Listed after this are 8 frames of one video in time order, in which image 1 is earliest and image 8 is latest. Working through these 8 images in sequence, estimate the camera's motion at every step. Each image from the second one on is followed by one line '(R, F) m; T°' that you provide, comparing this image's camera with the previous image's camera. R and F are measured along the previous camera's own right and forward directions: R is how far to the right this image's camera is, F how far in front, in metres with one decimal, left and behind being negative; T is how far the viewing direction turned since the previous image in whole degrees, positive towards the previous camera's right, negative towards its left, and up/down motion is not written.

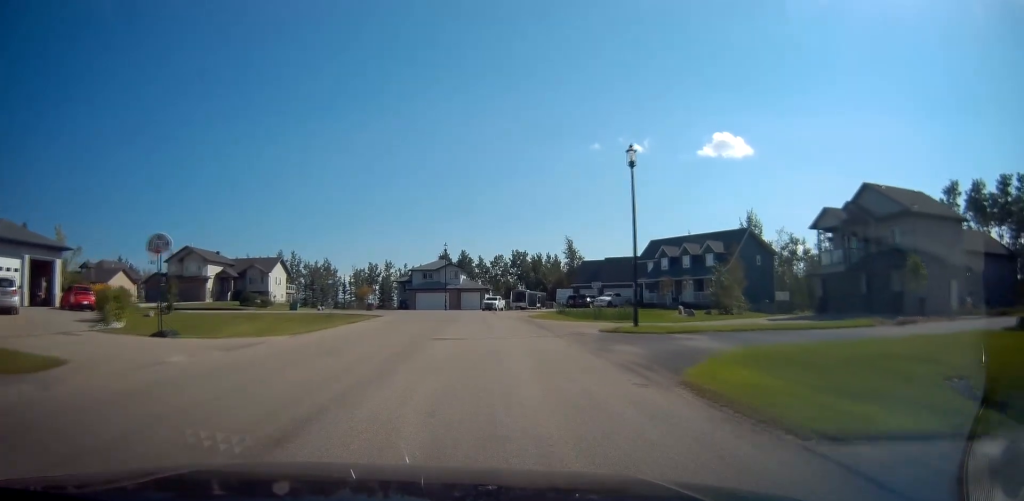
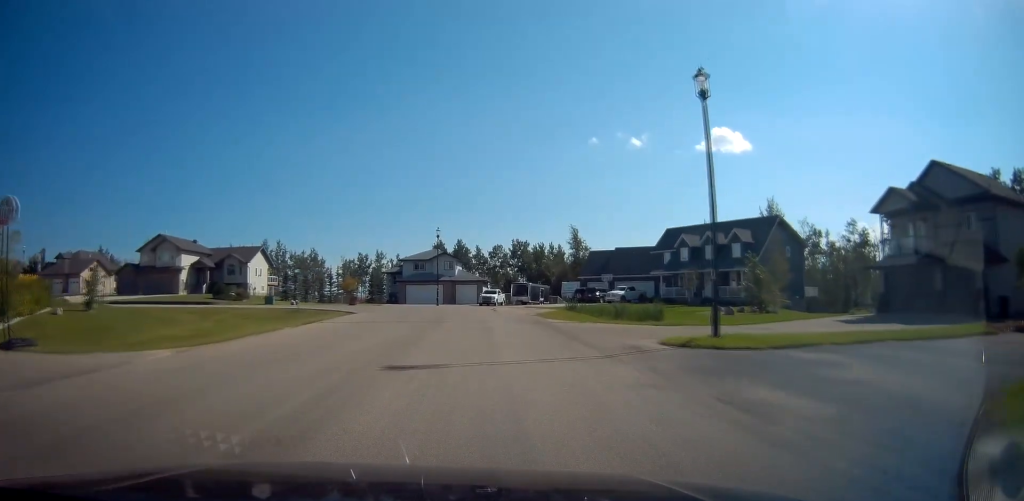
(0.0, +8.2) m; 0°
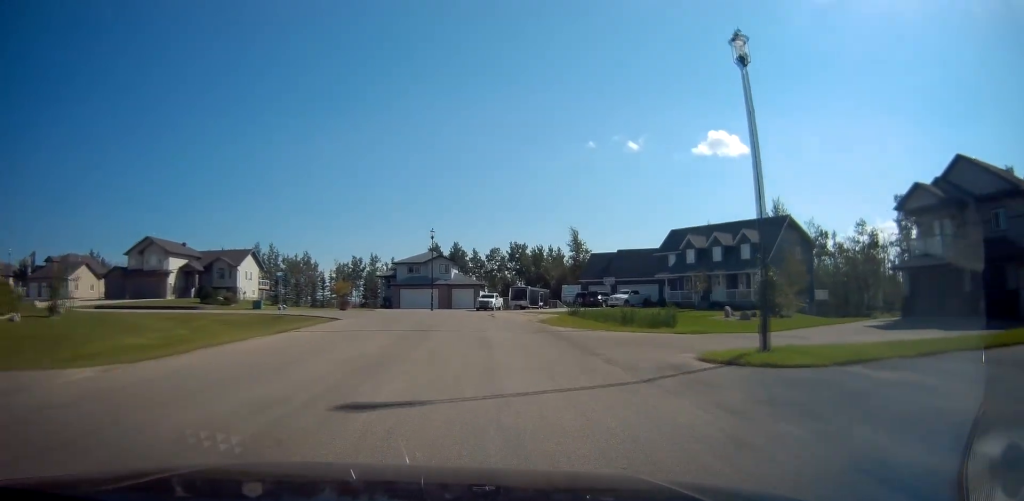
(0.0, +2.9) m; 0°
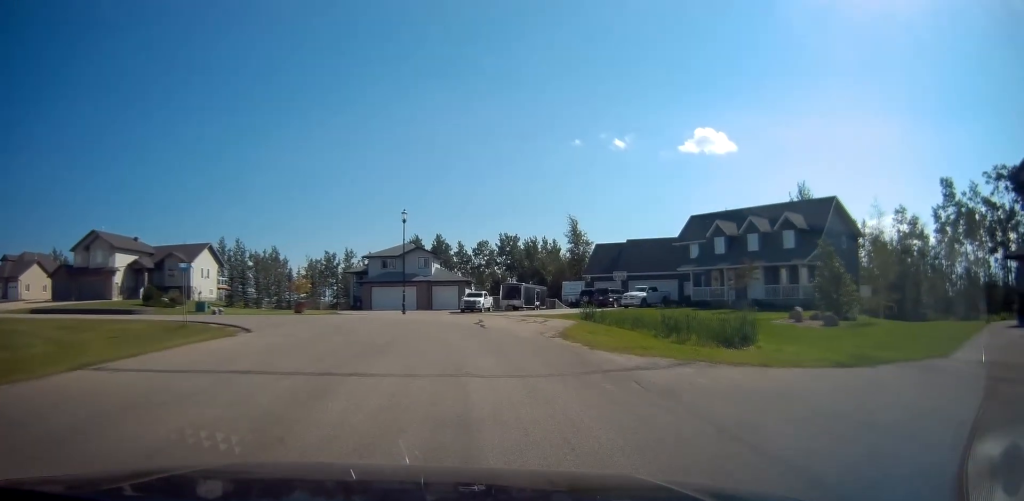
(0.0, +10.9) m; 0°
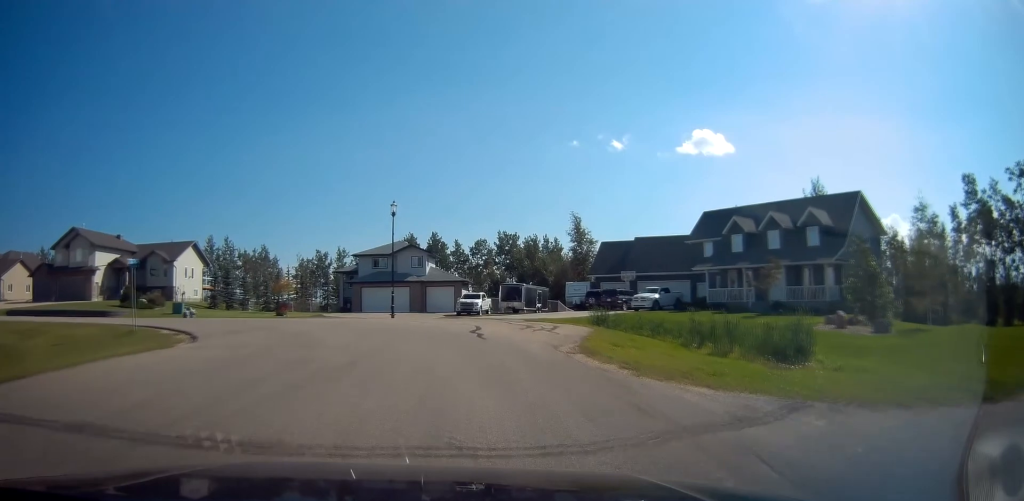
(0.0, +4.0) m; 0°
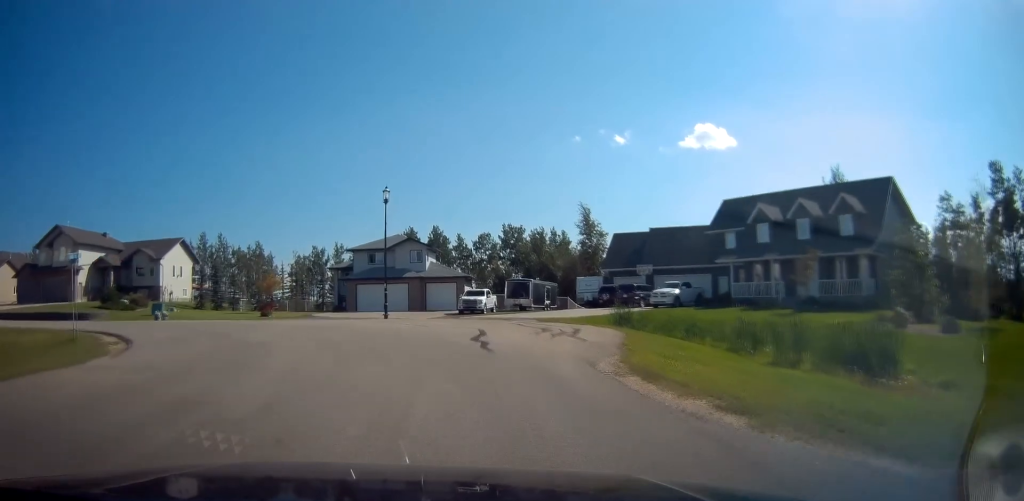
(0.0, +4.1) m; 0°
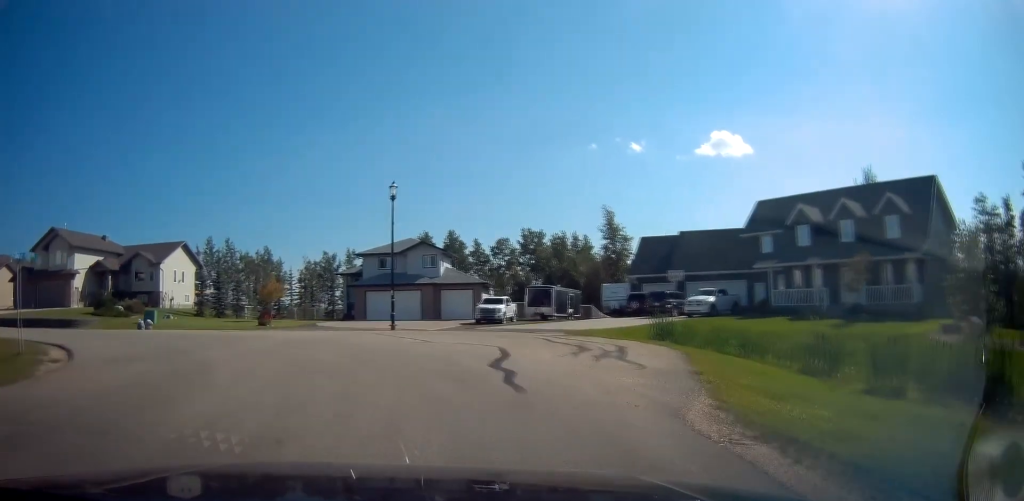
(0.0, +3.7) m; -1°
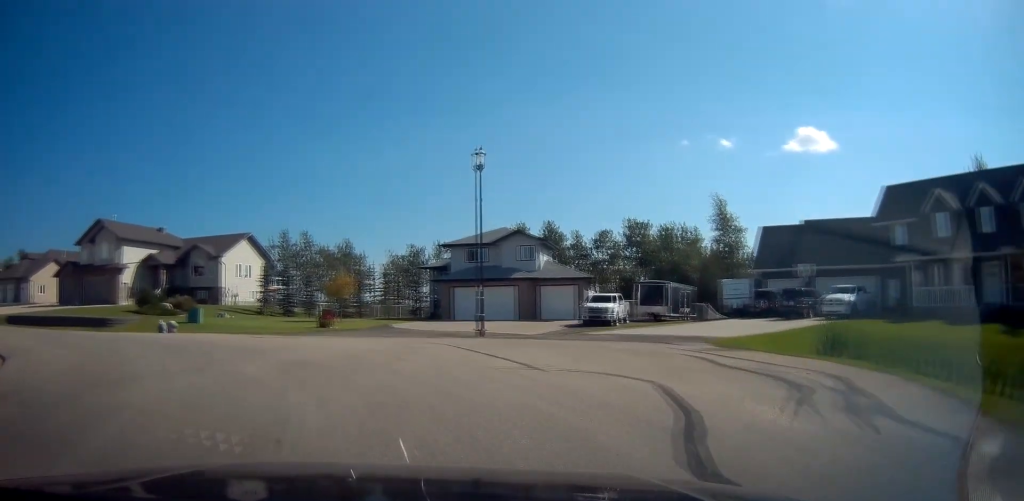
(-0.1, +6.4) m; -8°
